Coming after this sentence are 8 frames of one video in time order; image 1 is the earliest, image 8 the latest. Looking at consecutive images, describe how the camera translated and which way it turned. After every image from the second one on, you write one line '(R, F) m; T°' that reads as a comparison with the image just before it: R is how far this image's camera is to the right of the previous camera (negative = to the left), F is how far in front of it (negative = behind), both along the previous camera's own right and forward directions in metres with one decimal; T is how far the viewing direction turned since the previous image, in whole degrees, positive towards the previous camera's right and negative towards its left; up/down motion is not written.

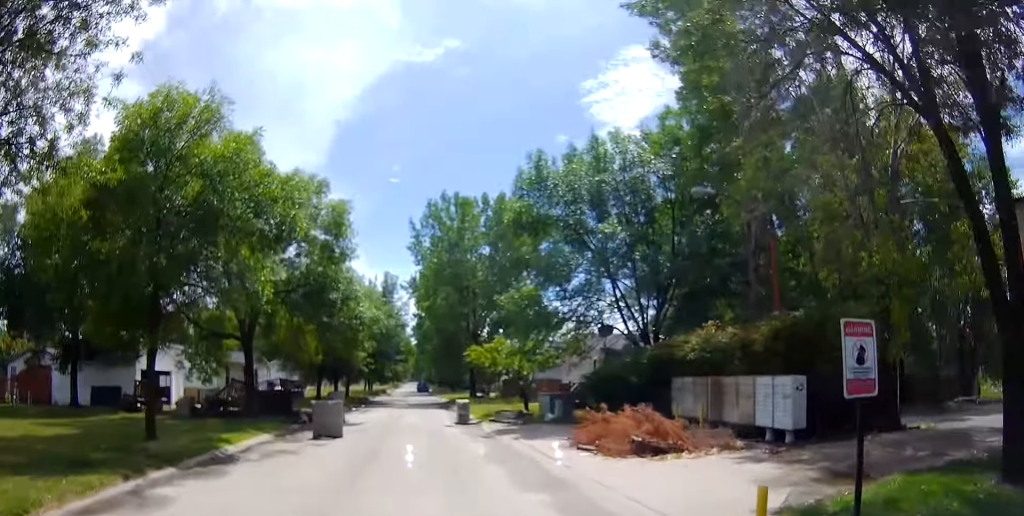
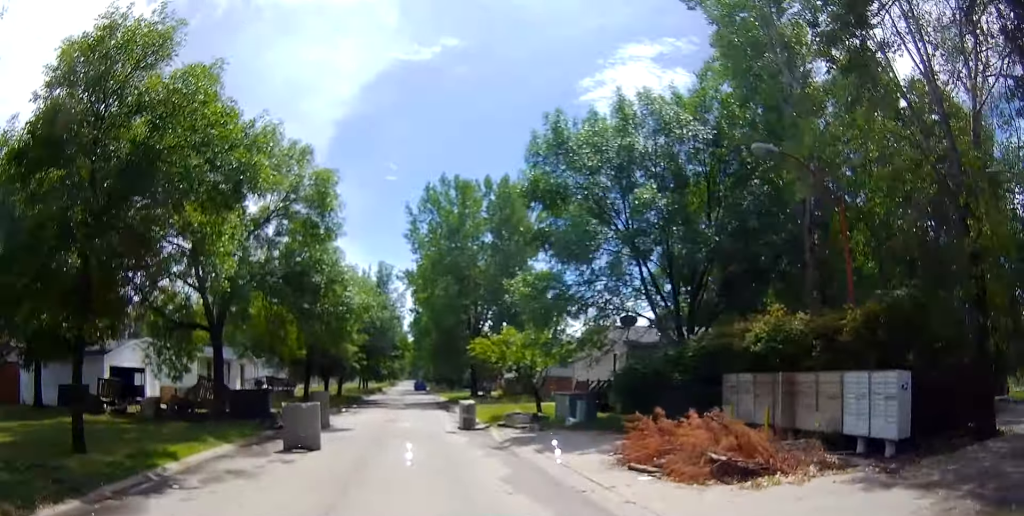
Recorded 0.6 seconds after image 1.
(0.0, +3.5) m; 0°
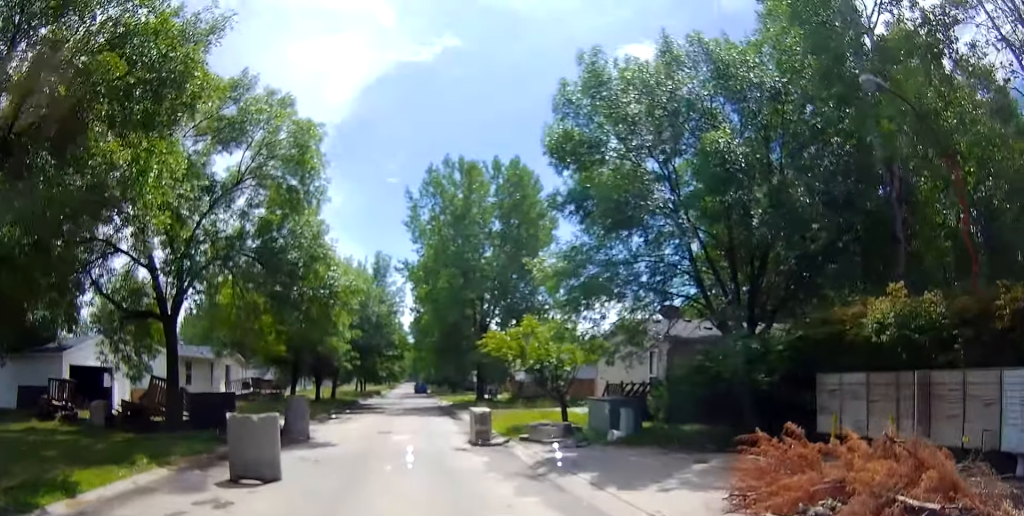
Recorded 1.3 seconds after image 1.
(0.0, +4.2) m; 0°
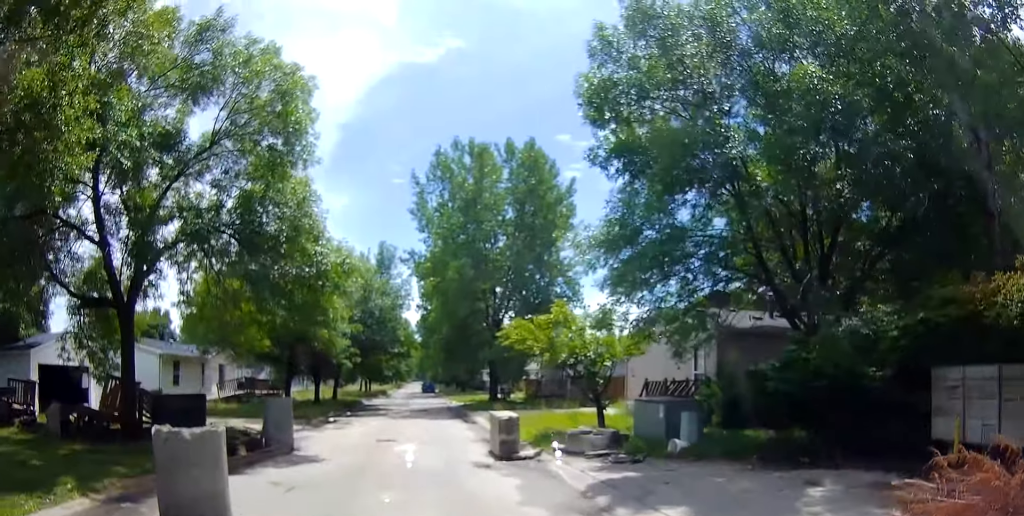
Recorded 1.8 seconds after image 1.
(0.0, +3.2) m; 0°
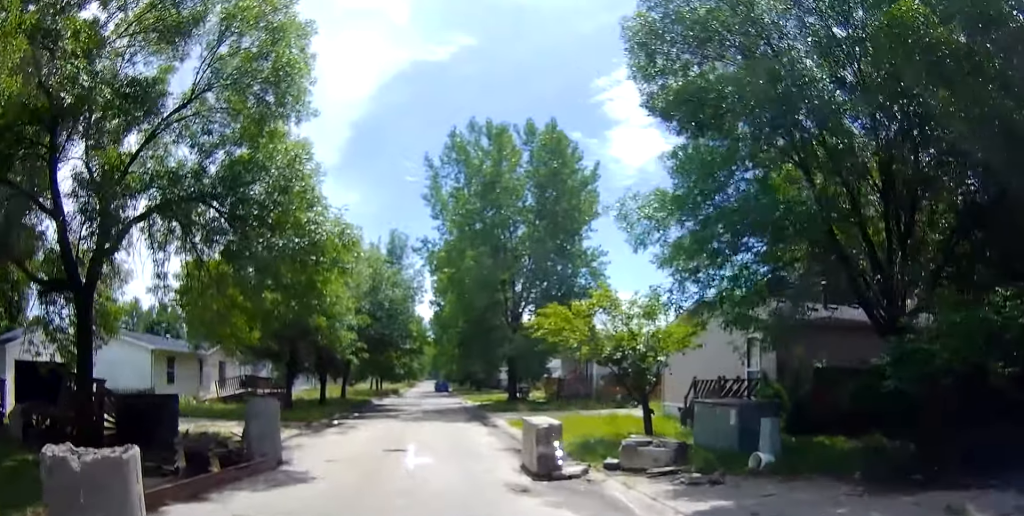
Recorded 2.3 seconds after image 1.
(0.0, +2.6) m; 0°
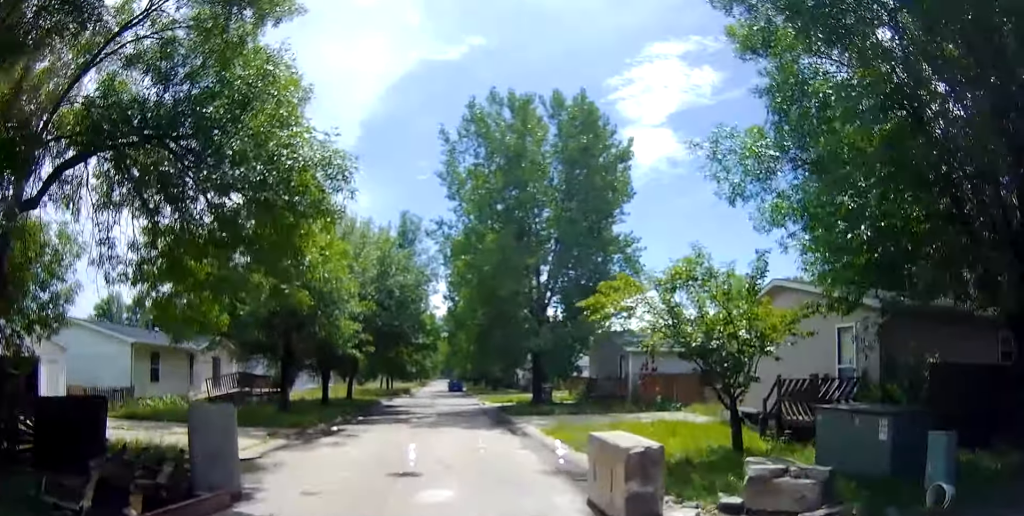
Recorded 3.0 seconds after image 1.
(0.0, +3.6) m; 0°
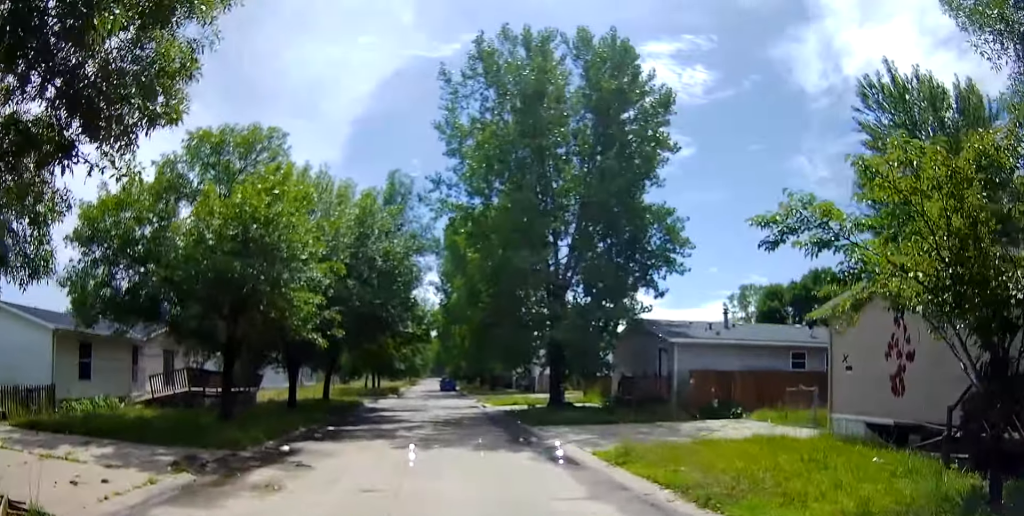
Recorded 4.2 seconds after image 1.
(0.0, +6.4) m; 0°
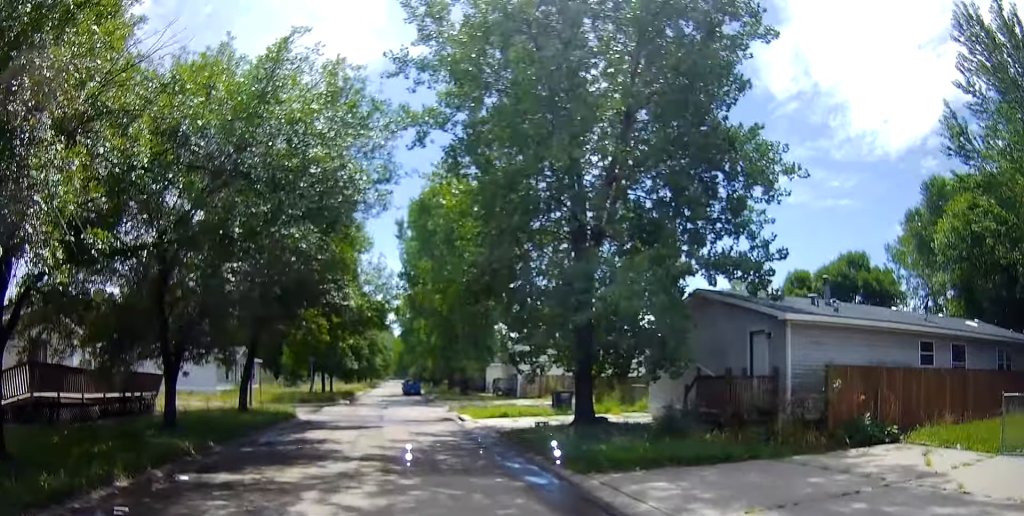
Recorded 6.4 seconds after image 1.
(0.0, +10.3) m; 0°
